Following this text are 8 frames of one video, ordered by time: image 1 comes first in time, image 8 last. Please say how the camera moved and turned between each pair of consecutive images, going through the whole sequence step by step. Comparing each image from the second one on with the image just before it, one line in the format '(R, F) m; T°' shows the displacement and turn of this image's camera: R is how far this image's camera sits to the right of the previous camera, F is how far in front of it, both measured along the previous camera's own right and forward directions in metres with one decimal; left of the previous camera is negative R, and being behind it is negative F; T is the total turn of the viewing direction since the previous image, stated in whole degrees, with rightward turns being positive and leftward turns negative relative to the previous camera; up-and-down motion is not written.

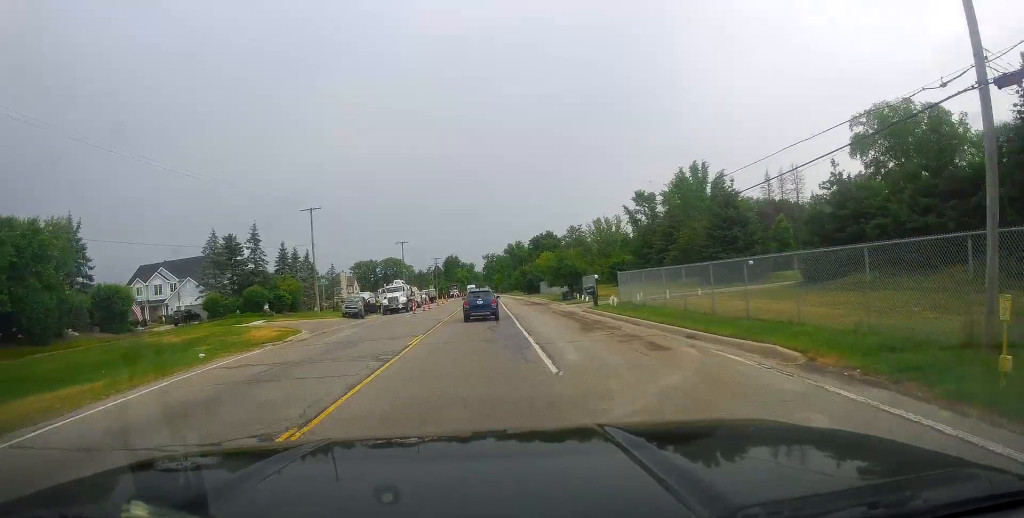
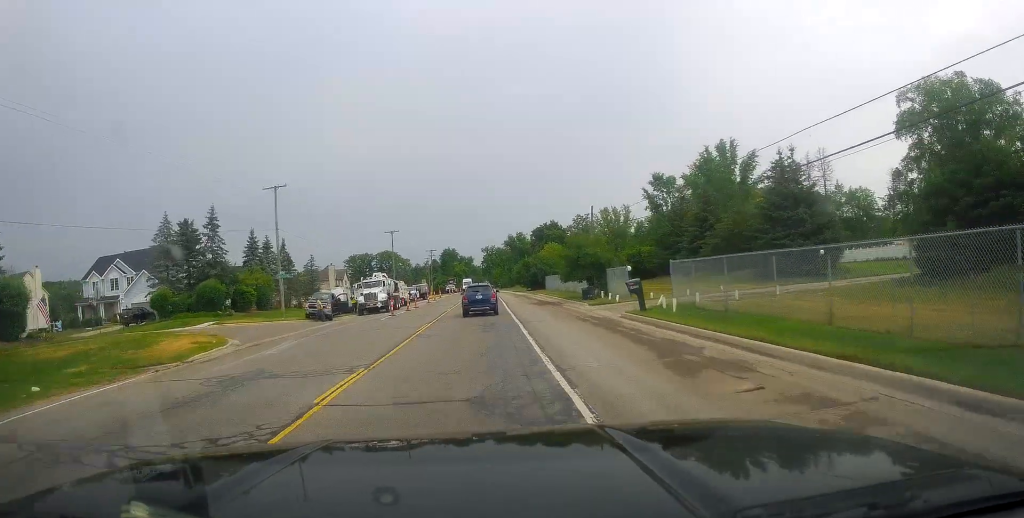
(+0.3, +10.4) m; -1°
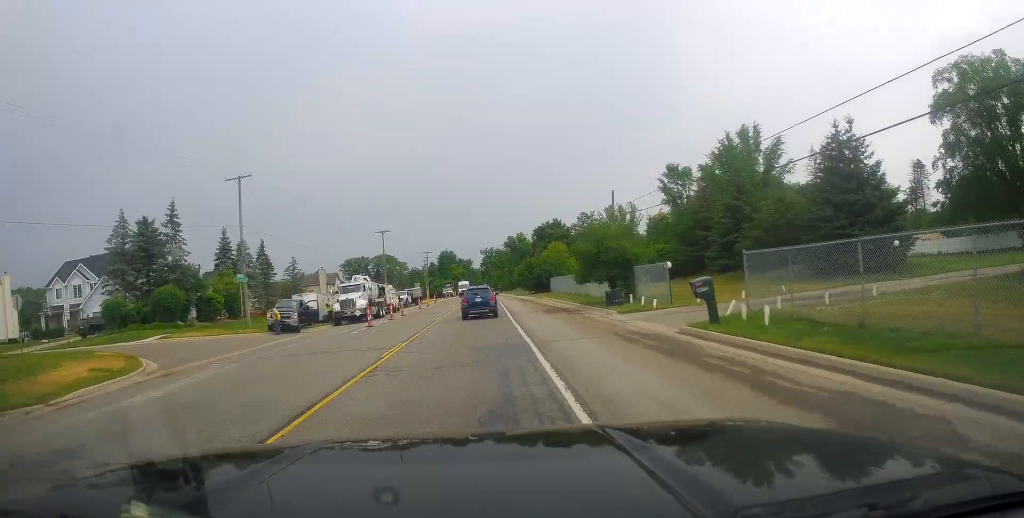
(+0.1, +7.5) m; 0°
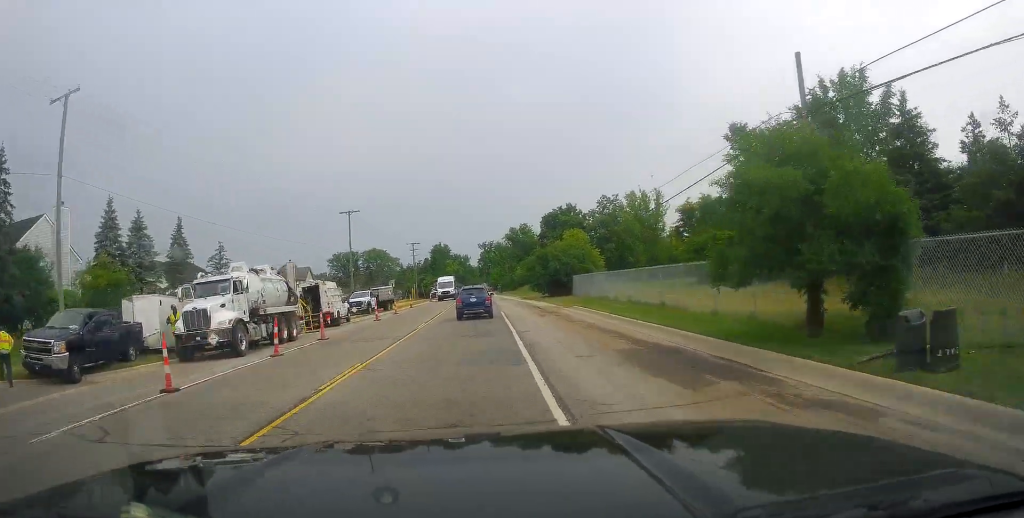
(-0.4, +20.8) m; +1°
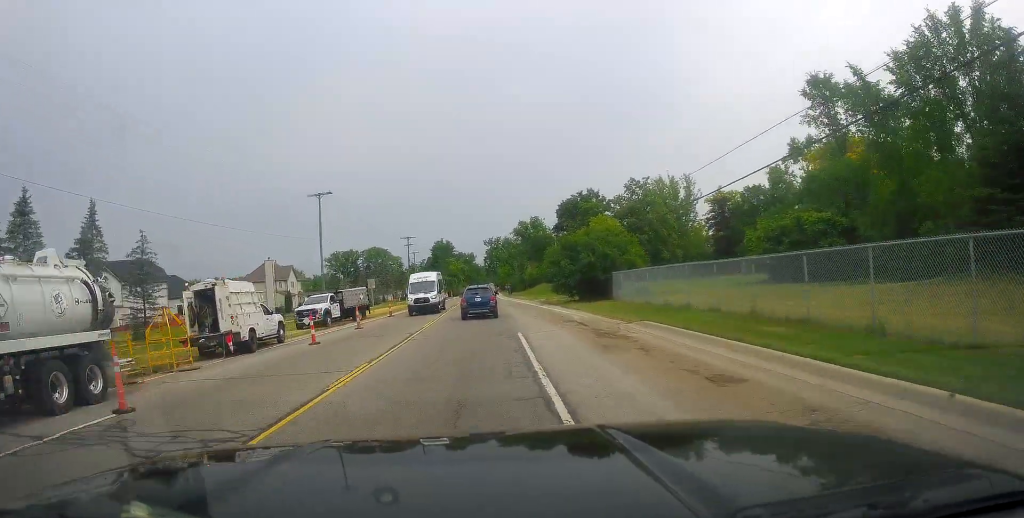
(+0.4, +14.5) m; +1°
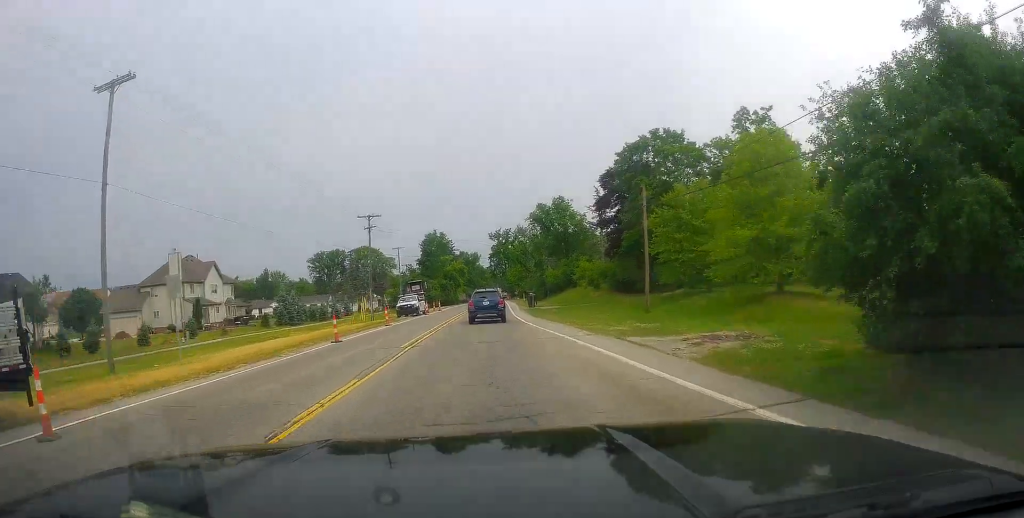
(-1.2, +33.5) m; -2°
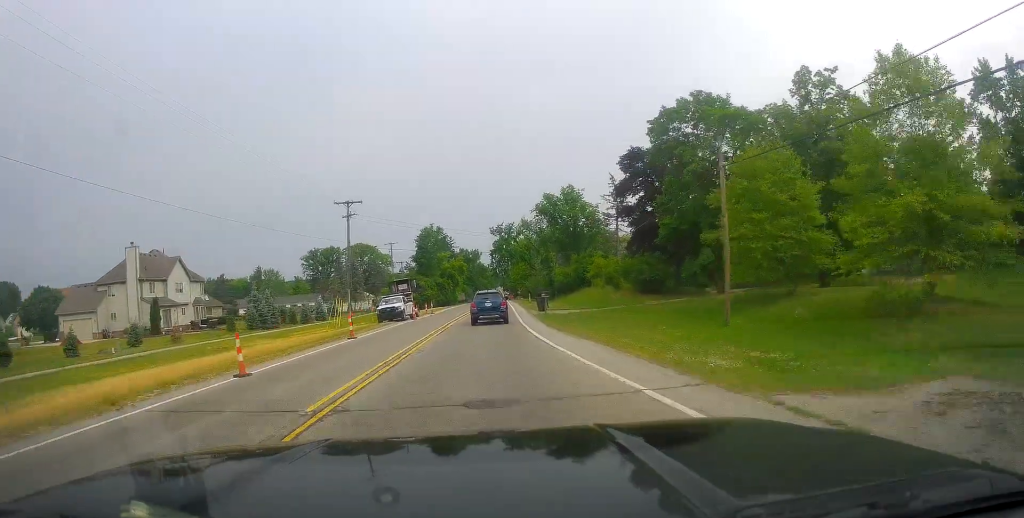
(+0.4, +9.4) m; +1°
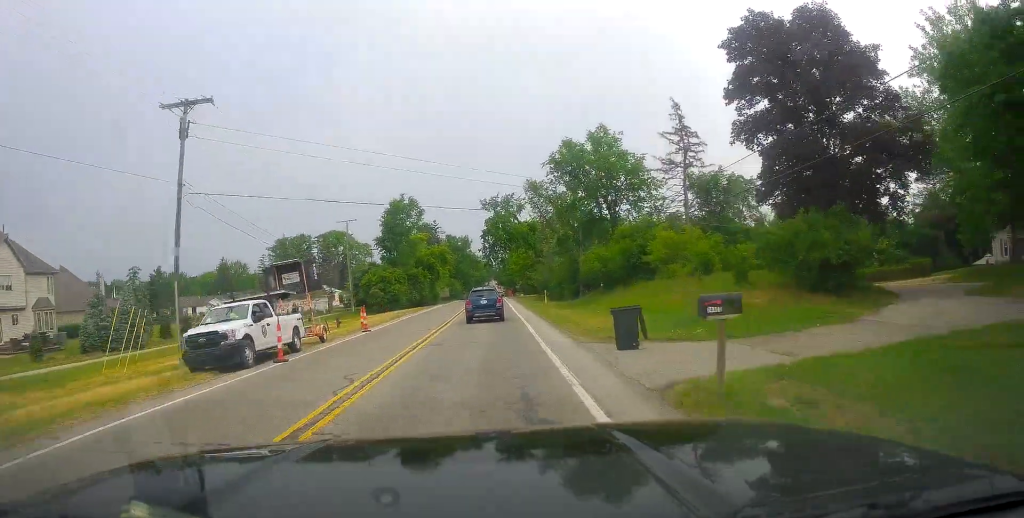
(0.0, +27.2) m; 0°
